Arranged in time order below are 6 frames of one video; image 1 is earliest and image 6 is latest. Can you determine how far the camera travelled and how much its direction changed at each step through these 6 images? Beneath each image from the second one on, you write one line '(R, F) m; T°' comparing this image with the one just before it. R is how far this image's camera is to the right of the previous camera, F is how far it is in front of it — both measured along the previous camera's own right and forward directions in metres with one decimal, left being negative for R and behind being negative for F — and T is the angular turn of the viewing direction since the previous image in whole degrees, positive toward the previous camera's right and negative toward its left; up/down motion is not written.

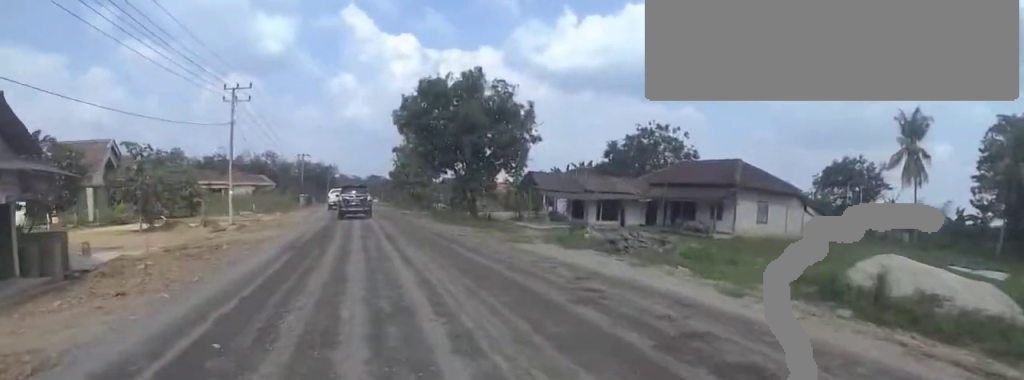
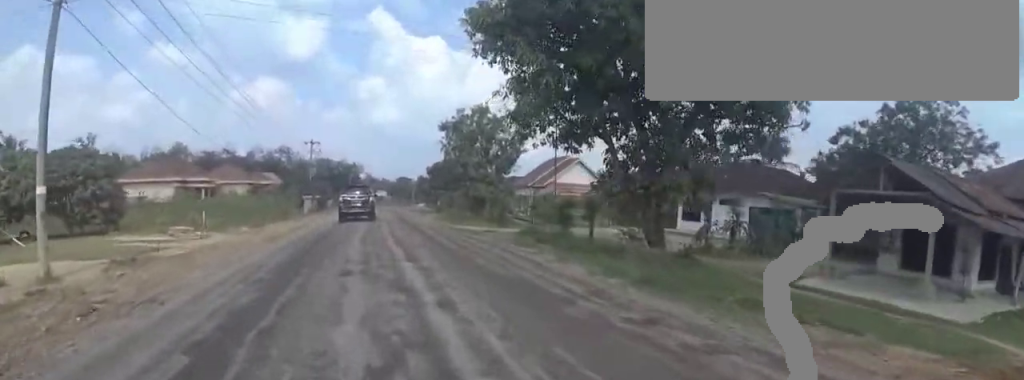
(-1.0, +21.0) m; -2°
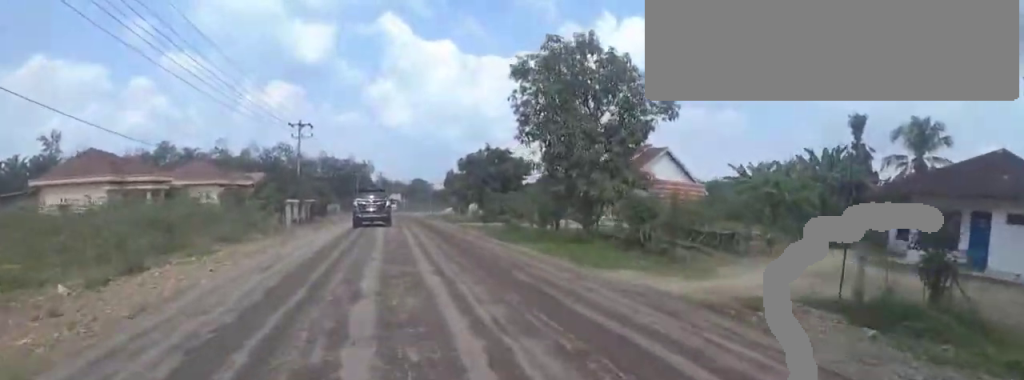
(+0.7, +17.2) m; +2°
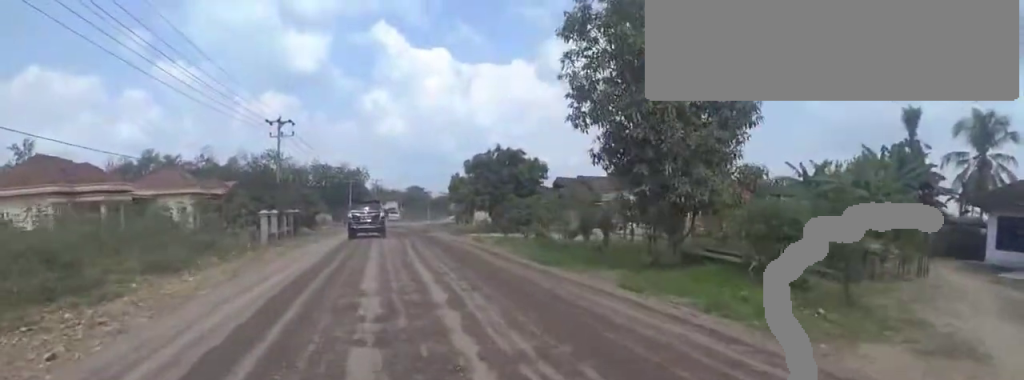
(+0.6, +6.9) m; +5°
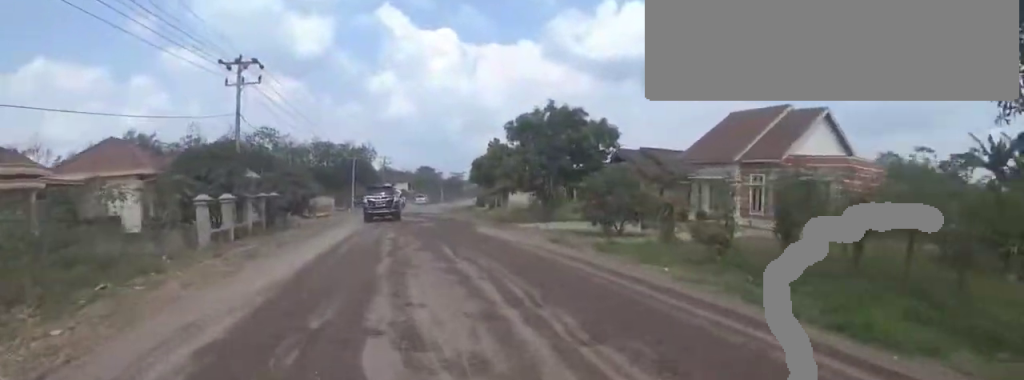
(0.0, +12.8) m; 0°
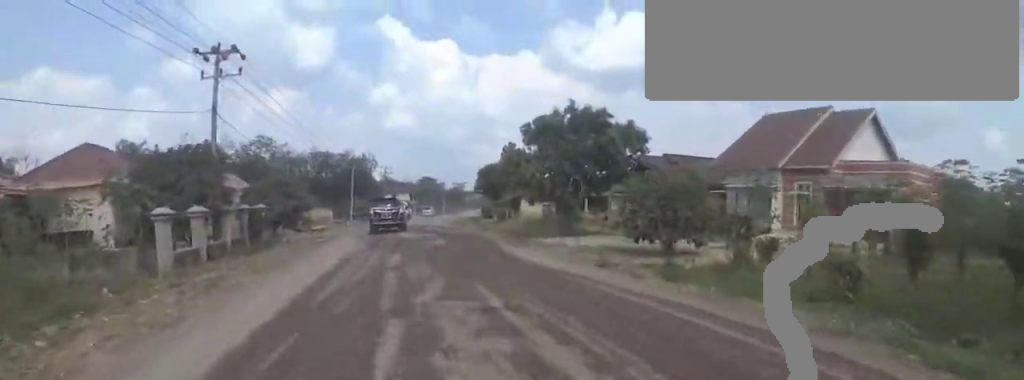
(0.0, +3.9) m; 0°
